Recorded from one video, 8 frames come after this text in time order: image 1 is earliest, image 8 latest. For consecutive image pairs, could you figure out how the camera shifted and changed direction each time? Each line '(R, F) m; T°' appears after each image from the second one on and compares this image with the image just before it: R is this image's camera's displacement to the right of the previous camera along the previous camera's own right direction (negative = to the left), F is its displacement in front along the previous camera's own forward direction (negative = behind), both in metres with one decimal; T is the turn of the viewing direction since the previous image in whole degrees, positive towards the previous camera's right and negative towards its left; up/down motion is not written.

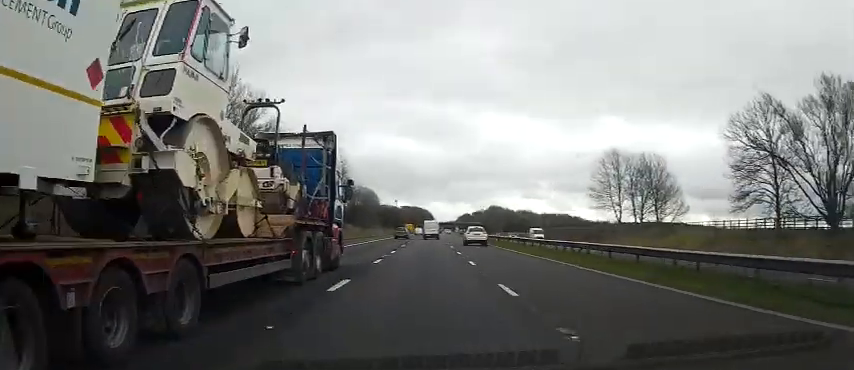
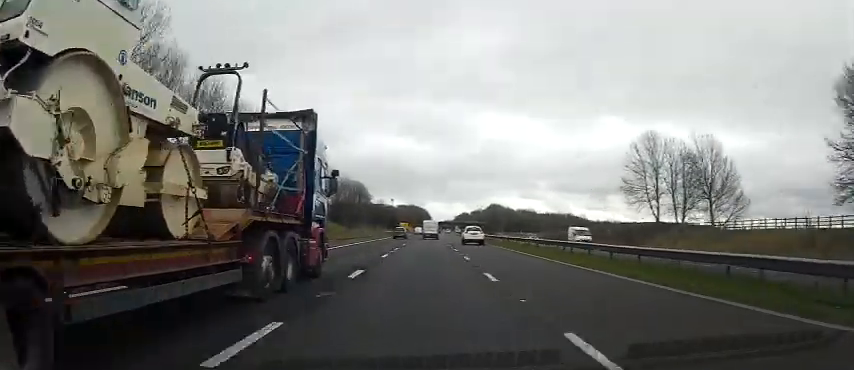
(+0.1, +14.7) m; +1°
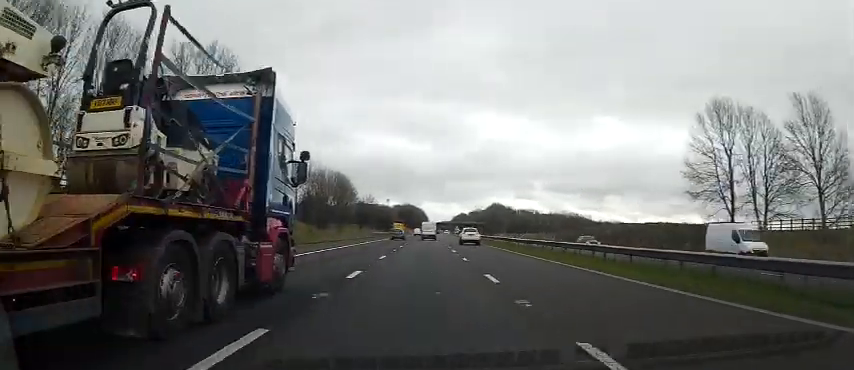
(+0.2, +18.3) m; 0°
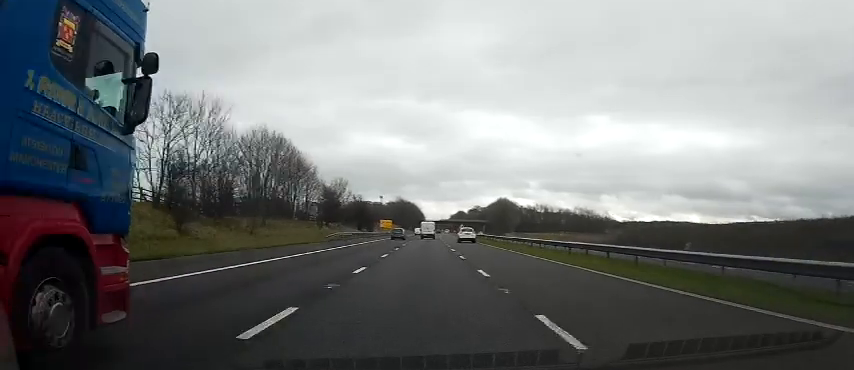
(0.0, +34.3) m; 0°
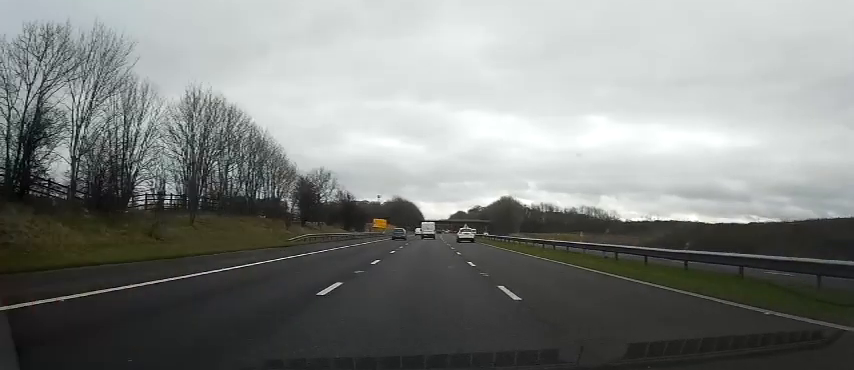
(-0.1, +13.5) m; 0°
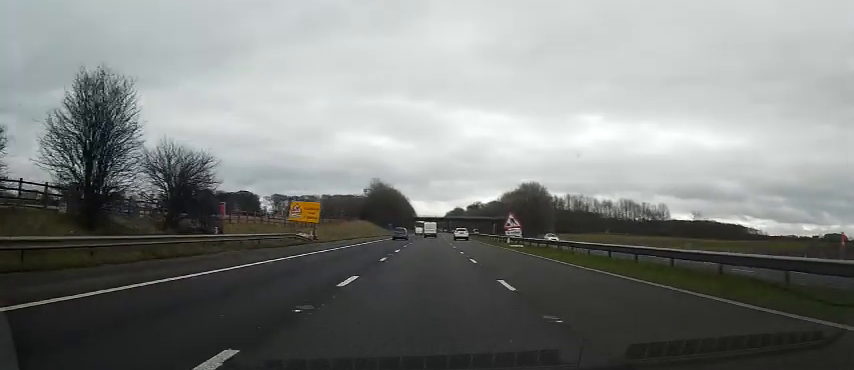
(+0.6, +61.6) m; +1°
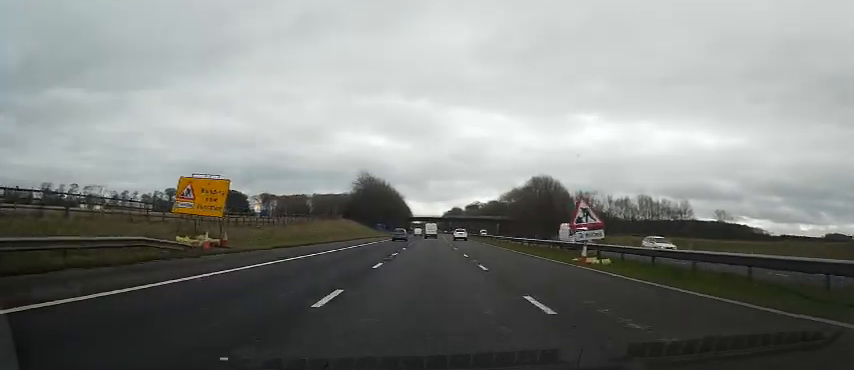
(0.0, +21.2) m; 0°
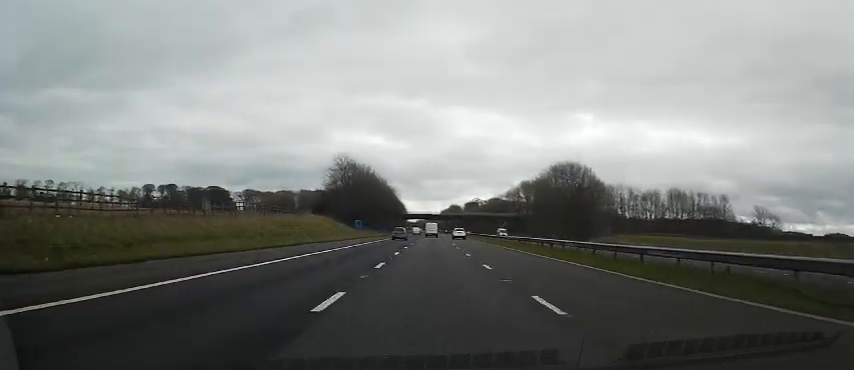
(0.0, +27.2) m; 0°
